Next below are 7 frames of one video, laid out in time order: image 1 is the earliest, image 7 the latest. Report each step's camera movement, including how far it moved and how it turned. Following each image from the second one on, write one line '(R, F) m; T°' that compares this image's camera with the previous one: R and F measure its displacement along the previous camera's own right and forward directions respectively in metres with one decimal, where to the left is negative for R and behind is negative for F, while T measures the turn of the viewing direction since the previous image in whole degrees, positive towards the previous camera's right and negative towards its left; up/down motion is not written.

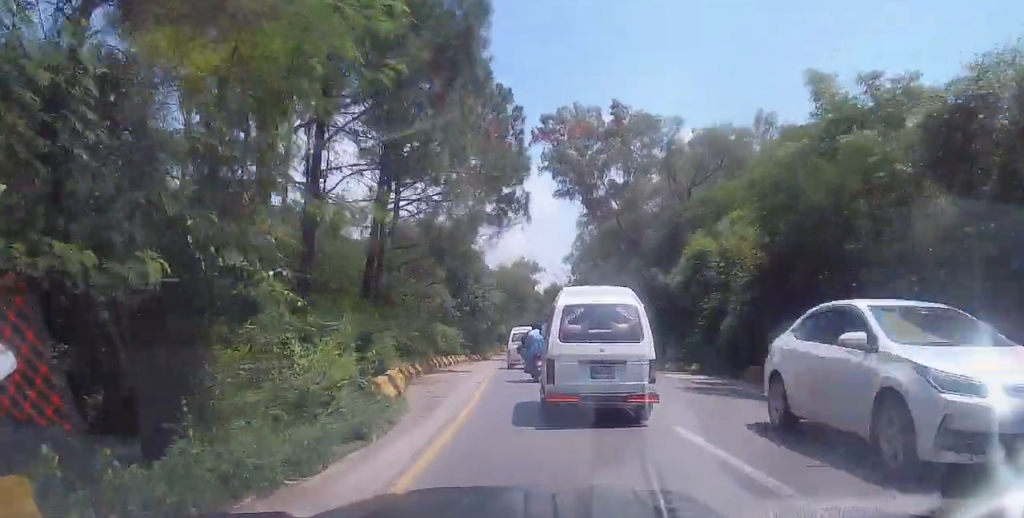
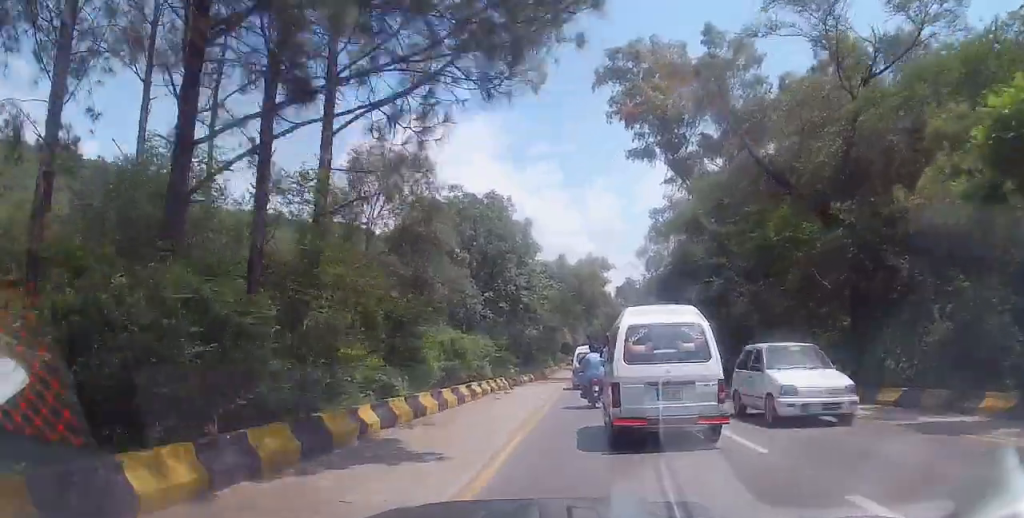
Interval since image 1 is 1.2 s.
(-1.1, +14.5) m; -5°
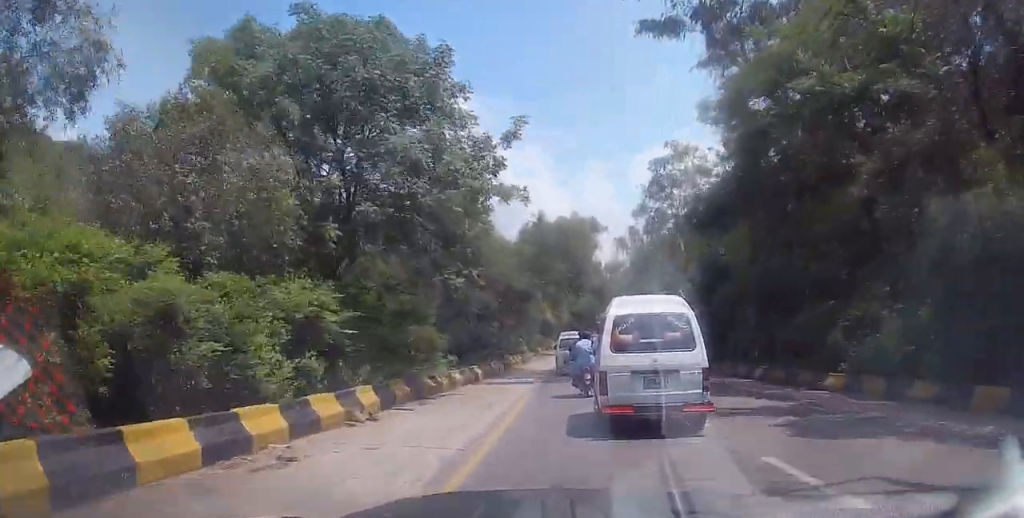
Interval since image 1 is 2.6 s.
(+0.3, +17.0) m; +2°
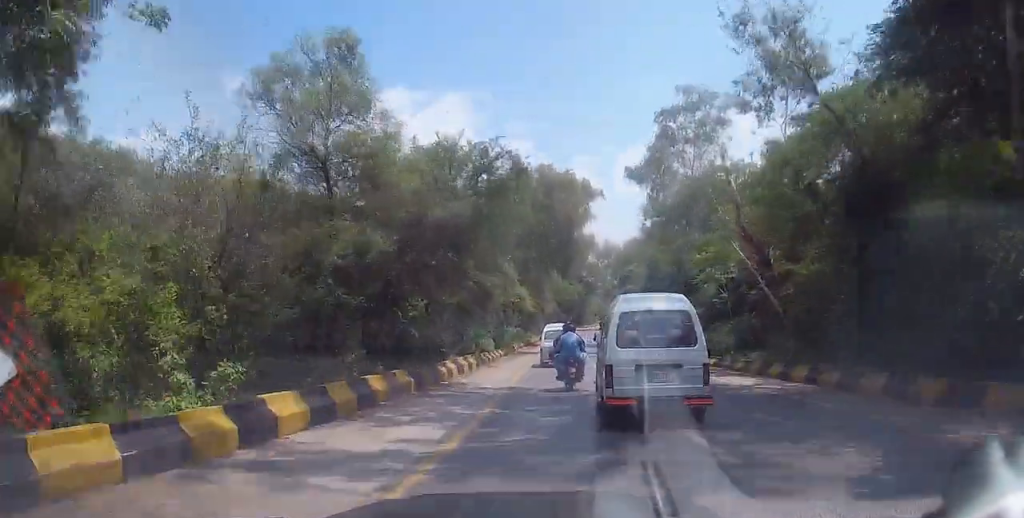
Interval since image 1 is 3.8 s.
(0.0, +15.2) m; 0°
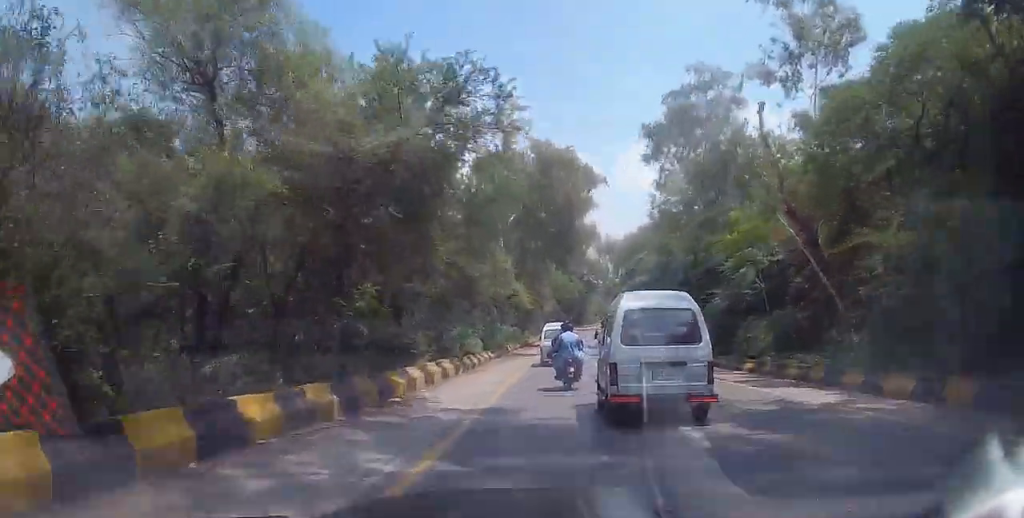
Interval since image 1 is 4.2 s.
(-0.1, +4.9) m; 0°
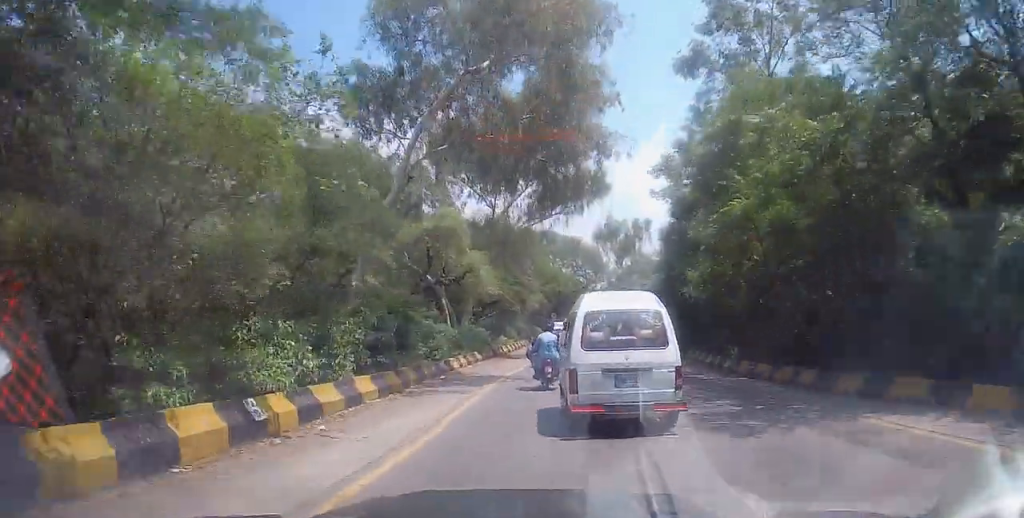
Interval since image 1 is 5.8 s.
(+0.4, +19.2) m; -1°
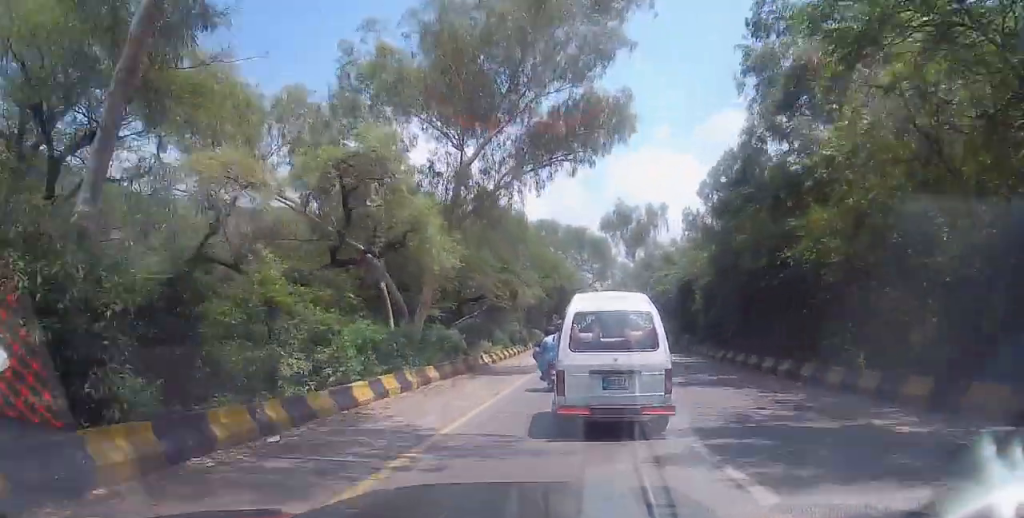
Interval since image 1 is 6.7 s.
(-0.3, +11.5) m; -1°
